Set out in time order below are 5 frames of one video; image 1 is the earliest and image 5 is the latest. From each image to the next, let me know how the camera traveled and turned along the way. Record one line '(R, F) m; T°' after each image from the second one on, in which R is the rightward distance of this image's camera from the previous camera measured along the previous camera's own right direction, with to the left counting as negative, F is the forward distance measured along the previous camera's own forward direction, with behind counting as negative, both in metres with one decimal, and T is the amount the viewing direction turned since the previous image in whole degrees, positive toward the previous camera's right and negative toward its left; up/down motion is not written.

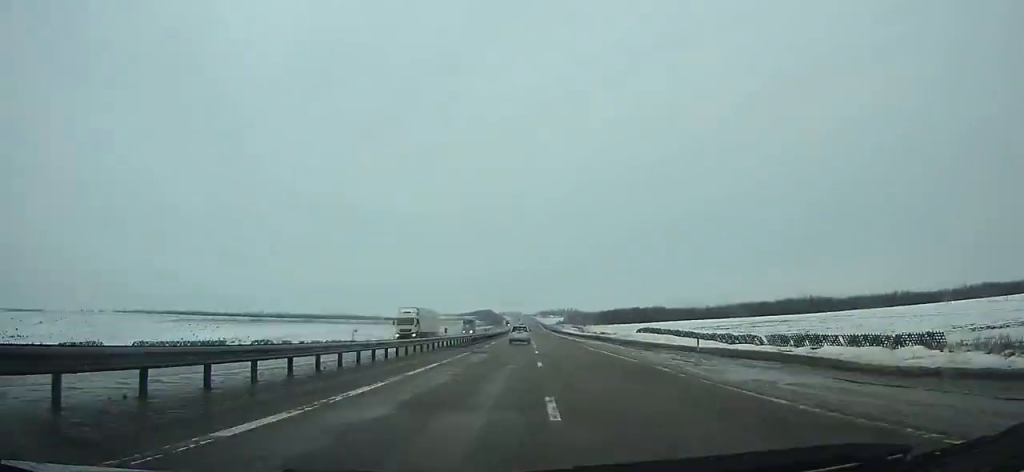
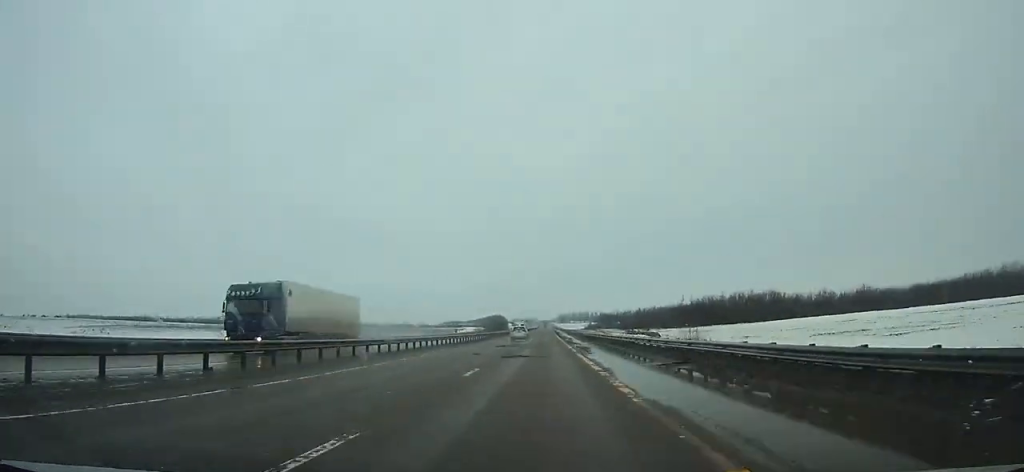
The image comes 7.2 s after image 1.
(-2.5, +184.1) m; -1°
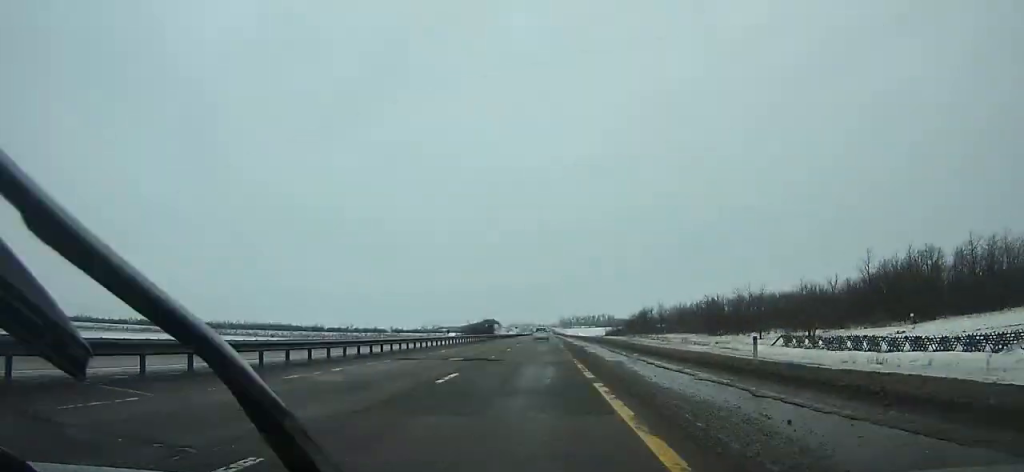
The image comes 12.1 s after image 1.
(-0.3, +123.2) m; 0°
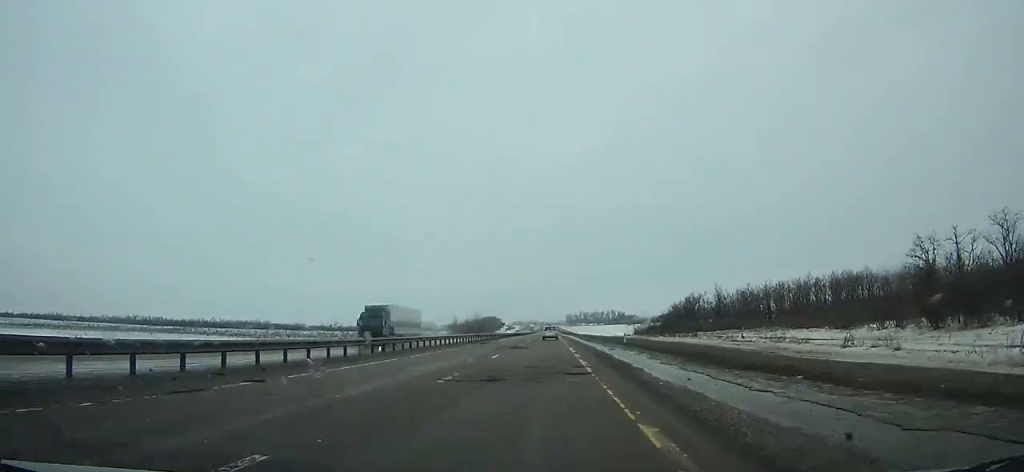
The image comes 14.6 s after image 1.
(0.0, +62.1) m; 0°
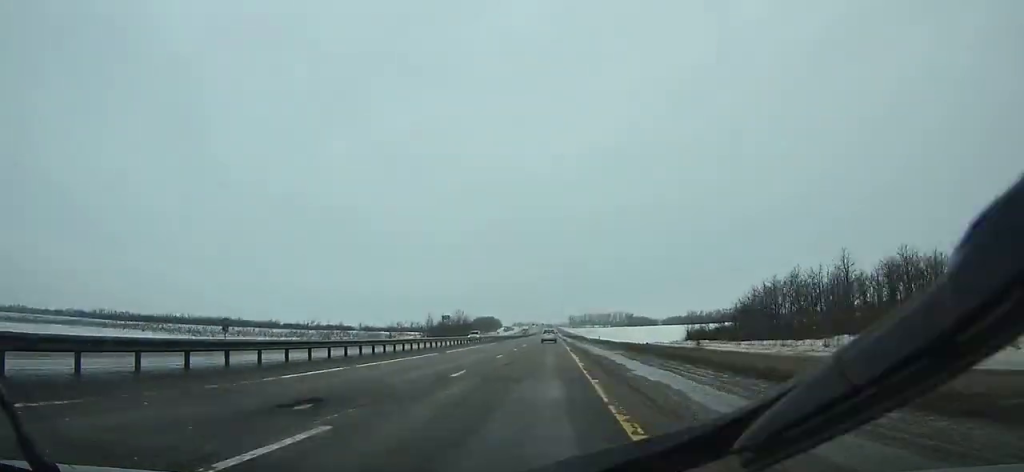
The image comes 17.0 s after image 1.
(-0.2, +59.6) m; 0°
